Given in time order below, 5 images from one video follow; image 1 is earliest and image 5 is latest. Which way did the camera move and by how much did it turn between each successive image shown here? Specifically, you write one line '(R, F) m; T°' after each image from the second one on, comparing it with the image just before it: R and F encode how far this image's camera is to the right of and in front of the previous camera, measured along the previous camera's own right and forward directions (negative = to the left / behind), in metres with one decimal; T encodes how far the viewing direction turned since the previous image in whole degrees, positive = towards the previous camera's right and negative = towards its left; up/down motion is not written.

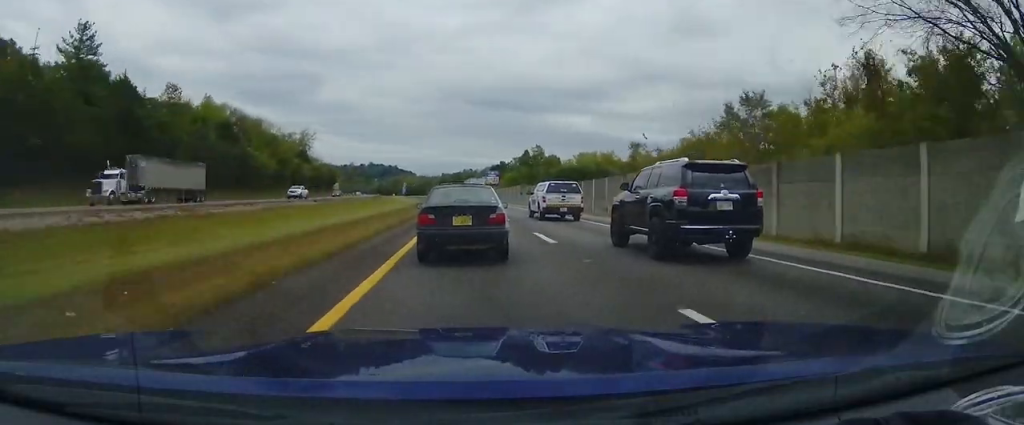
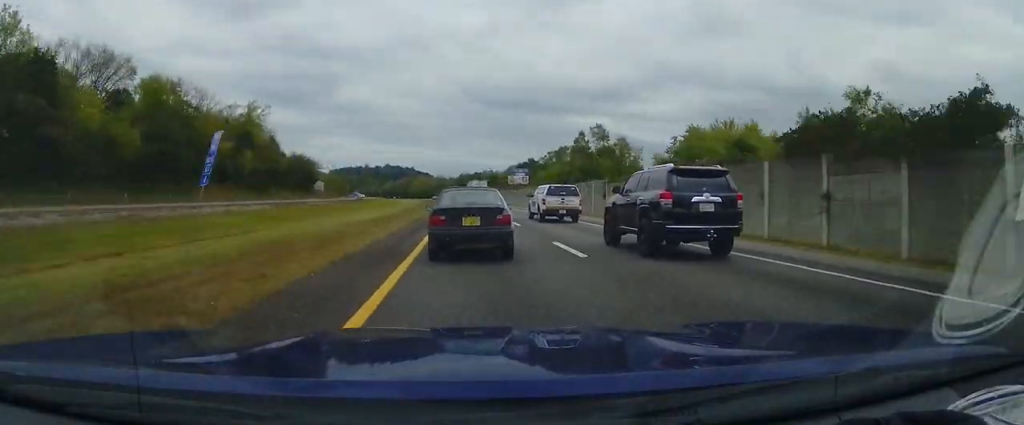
(-2.0, +66.9) m; -2°
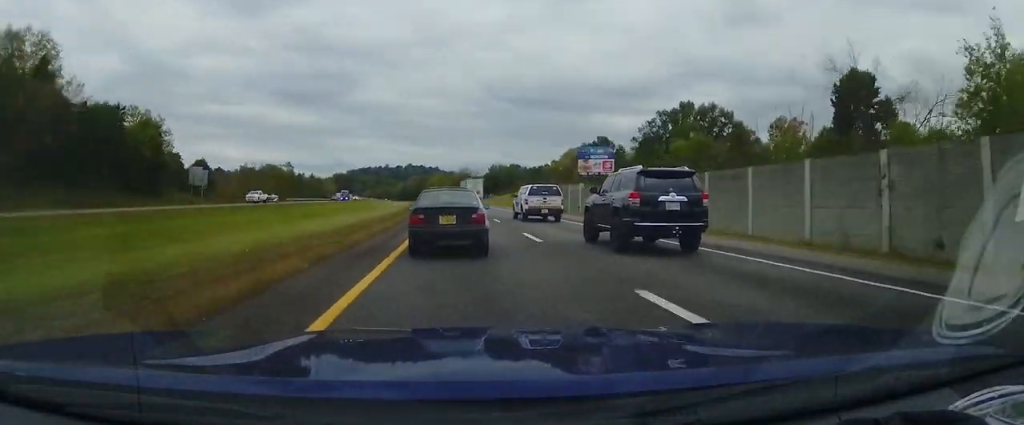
(-3.3, +122.8) m; -4°
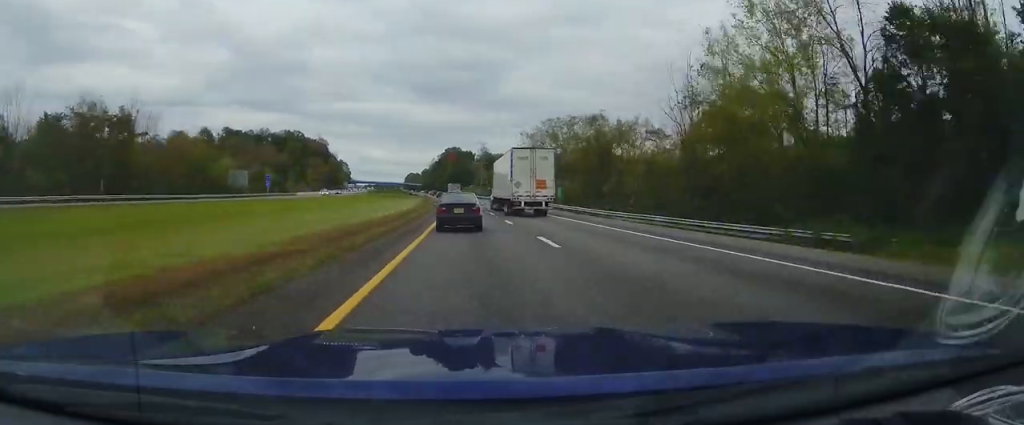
(-69.5, +500.7) m; -15°
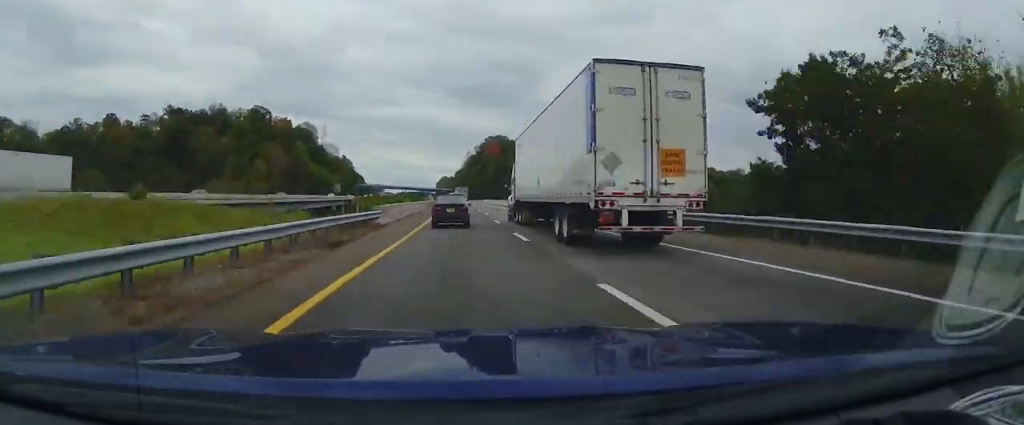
(-4.4, +130.0) m; -4°
